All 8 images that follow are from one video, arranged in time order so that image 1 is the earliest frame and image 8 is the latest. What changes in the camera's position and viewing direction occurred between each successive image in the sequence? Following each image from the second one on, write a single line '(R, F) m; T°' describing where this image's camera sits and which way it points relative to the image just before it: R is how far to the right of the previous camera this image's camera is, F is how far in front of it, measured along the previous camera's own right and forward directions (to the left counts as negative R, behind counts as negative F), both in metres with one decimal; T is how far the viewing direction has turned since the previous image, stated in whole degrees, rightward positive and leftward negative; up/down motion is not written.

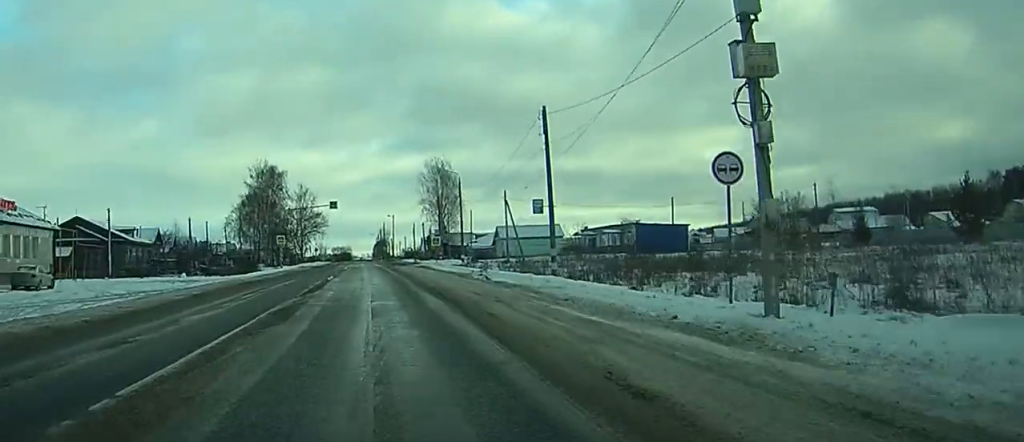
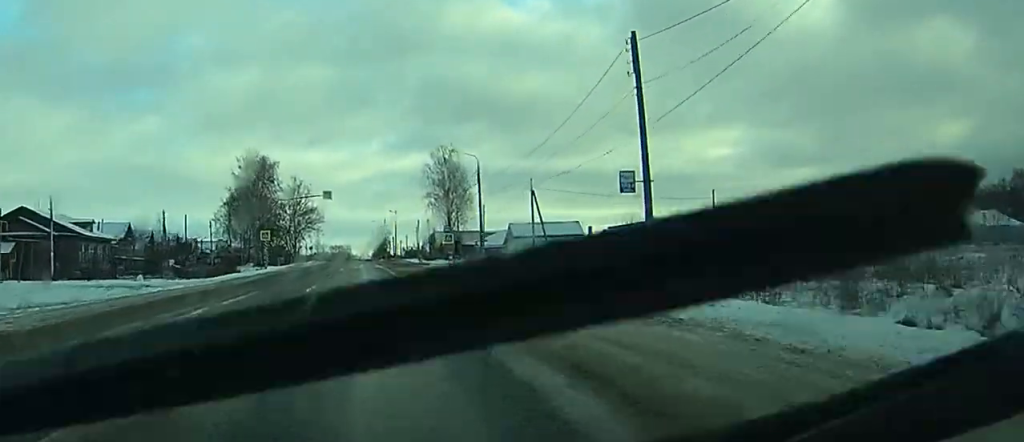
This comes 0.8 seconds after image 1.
(0.0, +15.0) m; 0°
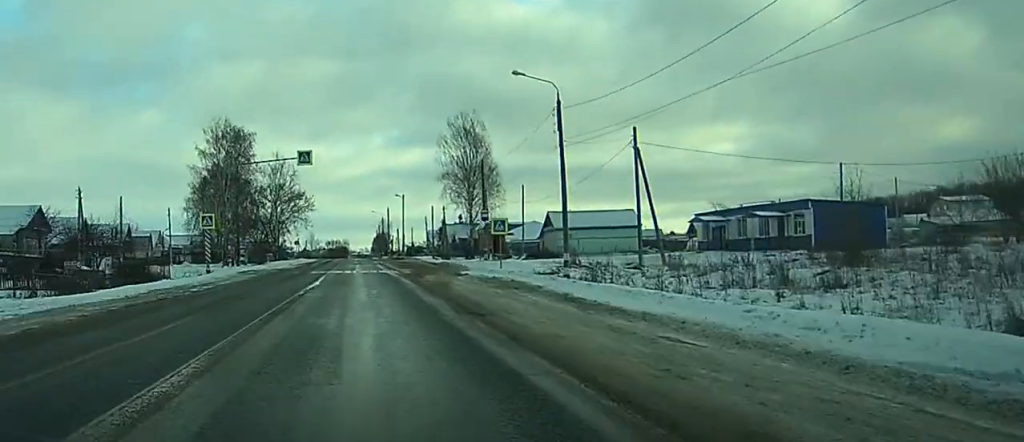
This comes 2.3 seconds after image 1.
(0.0, +30.7) m; 0°
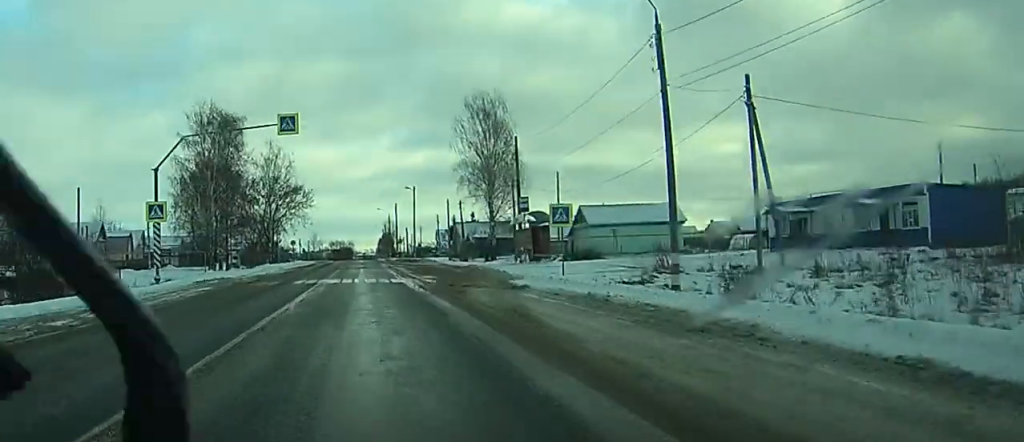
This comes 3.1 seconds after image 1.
(0.0, +14.4) m; 0°
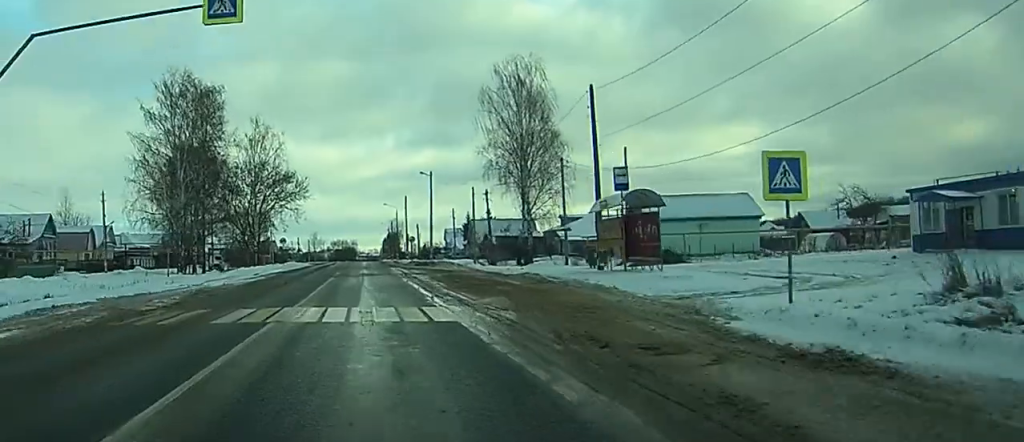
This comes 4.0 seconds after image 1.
(0.0, +19.0) m; 0°
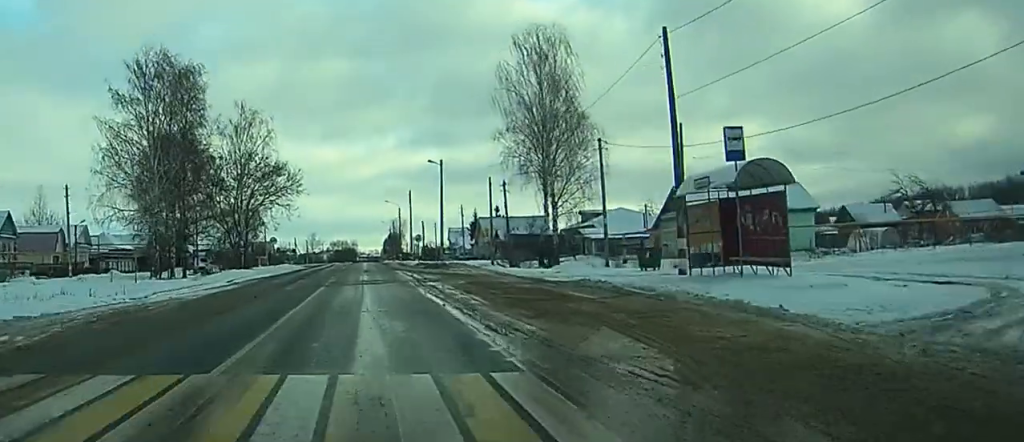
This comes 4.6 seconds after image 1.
(0.0, +10.5) m; 0°
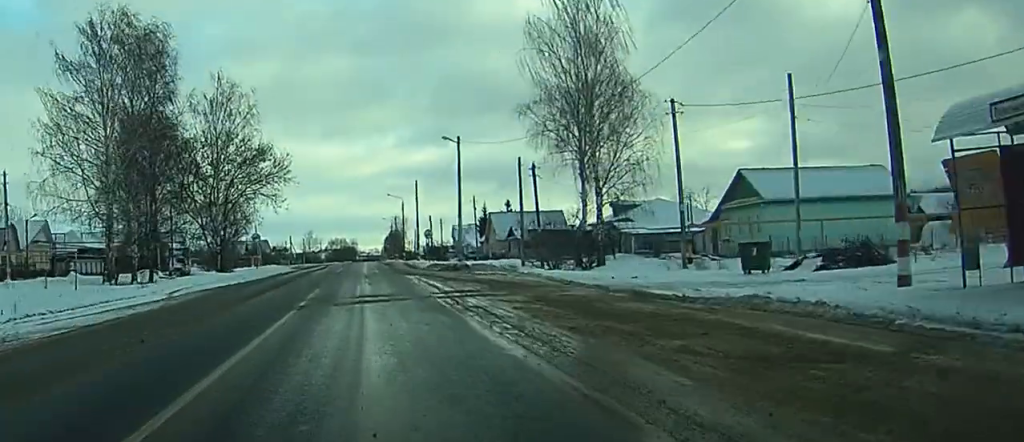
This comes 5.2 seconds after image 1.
(0.0, +13.1) m; 0°
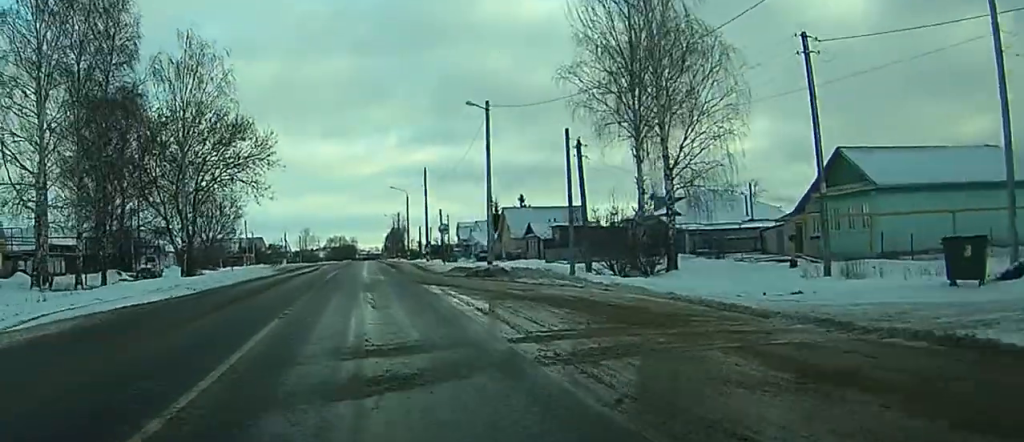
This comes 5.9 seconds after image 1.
(0.0, +13.1) m; 0°
